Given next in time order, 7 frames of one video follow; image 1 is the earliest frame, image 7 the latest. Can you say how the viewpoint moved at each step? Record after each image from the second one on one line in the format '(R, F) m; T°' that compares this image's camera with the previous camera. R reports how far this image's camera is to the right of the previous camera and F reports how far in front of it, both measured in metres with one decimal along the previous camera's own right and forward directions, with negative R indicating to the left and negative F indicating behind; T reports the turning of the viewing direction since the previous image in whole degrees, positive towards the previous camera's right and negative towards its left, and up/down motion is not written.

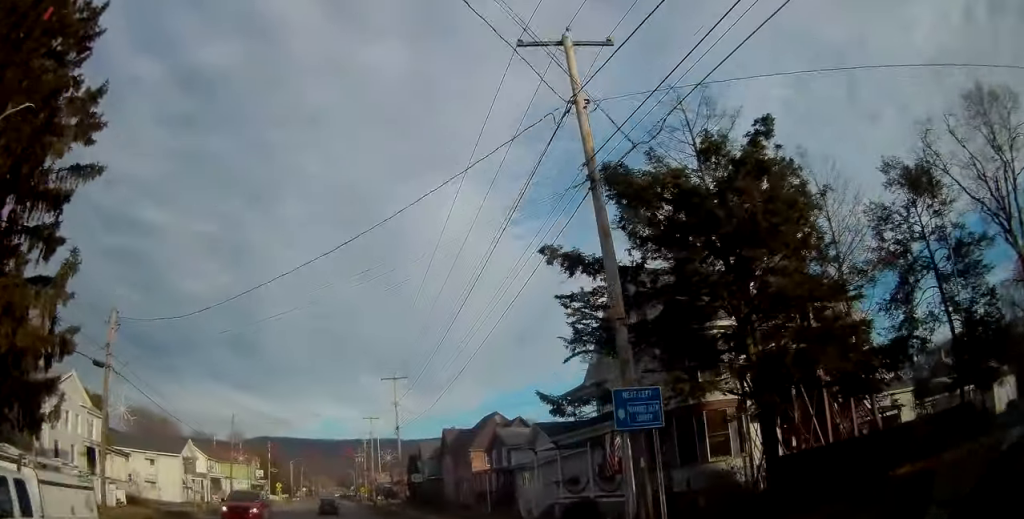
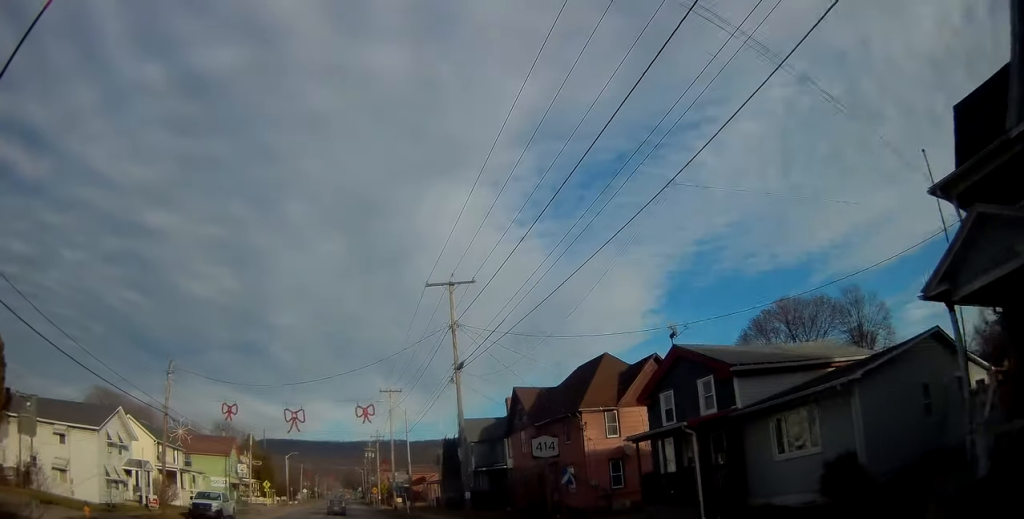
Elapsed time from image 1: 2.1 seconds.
(-0.3, +22.9) m; 0°
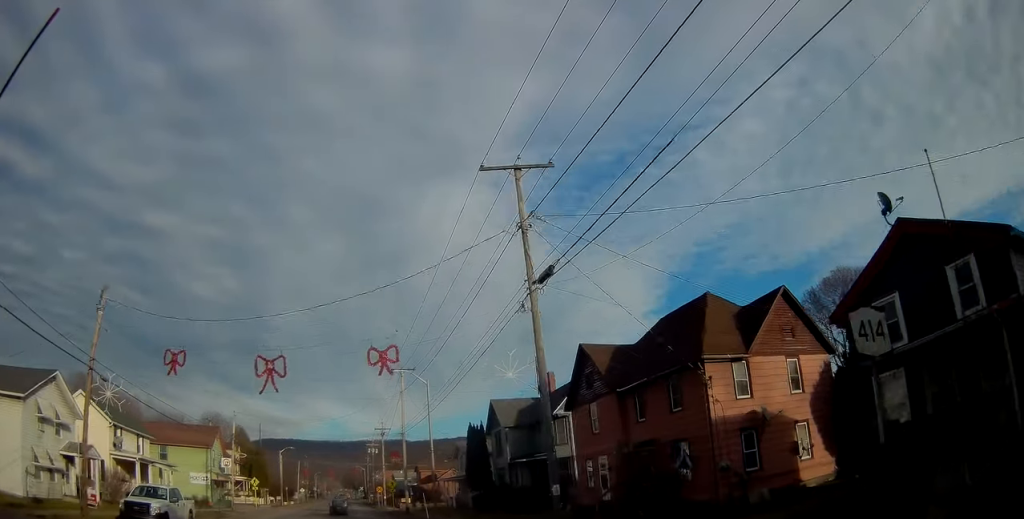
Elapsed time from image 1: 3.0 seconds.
(+0.1, +10.6) m; 0°
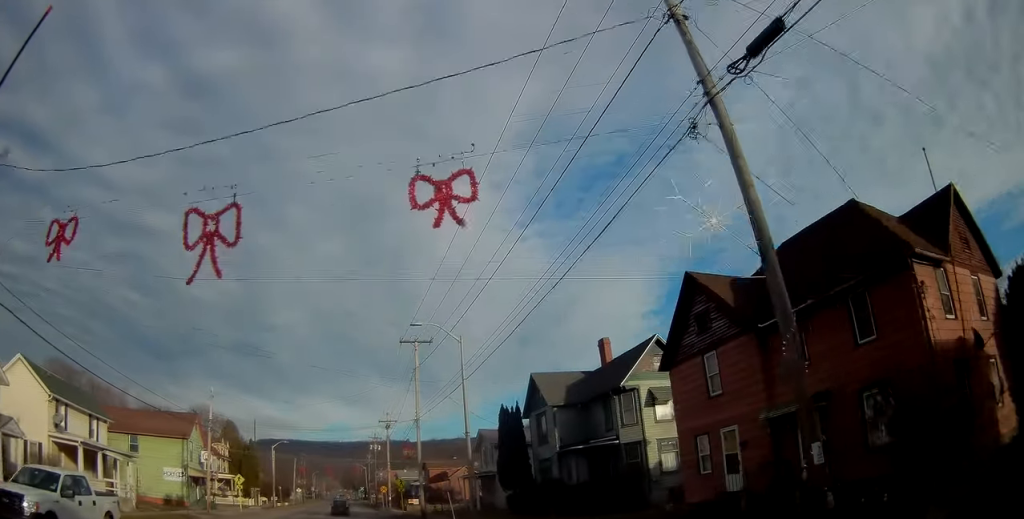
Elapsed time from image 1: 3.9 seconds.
(-0.2, +9.3) m; -1°
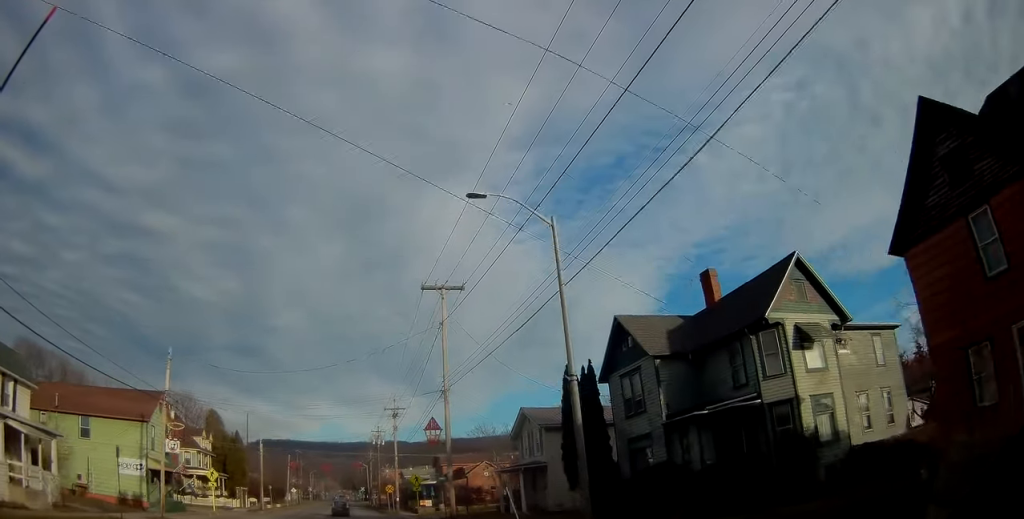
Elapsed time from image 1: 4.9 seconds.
(+0.2, +11.0) m; 0°
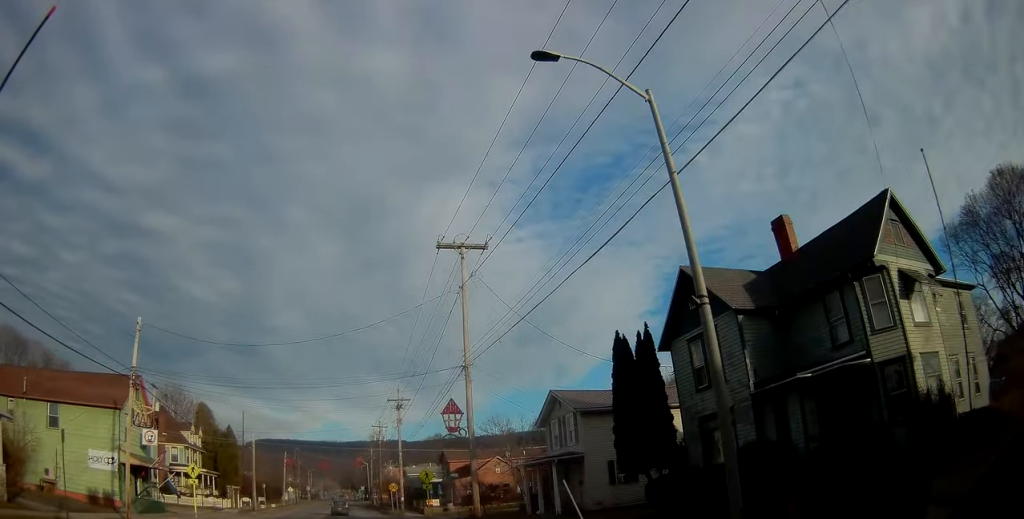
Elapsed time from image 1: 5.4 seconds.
(-0.2, +5.4) m; +1°
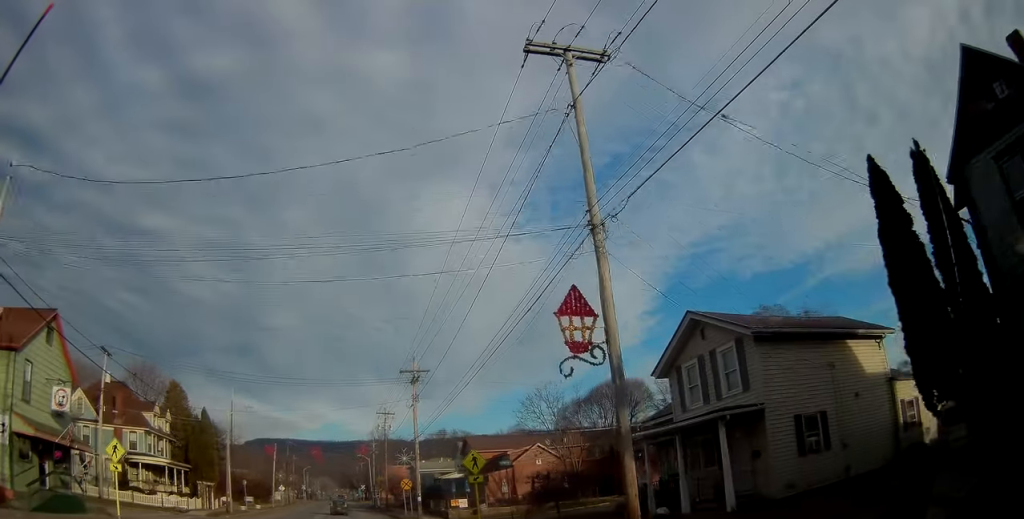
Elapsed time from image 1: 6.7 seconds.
(+0.5, +13.7) m; +1°
